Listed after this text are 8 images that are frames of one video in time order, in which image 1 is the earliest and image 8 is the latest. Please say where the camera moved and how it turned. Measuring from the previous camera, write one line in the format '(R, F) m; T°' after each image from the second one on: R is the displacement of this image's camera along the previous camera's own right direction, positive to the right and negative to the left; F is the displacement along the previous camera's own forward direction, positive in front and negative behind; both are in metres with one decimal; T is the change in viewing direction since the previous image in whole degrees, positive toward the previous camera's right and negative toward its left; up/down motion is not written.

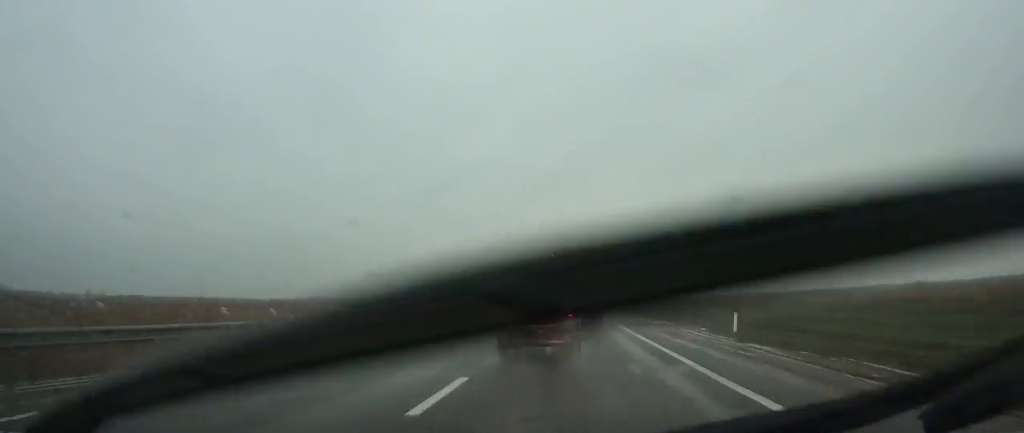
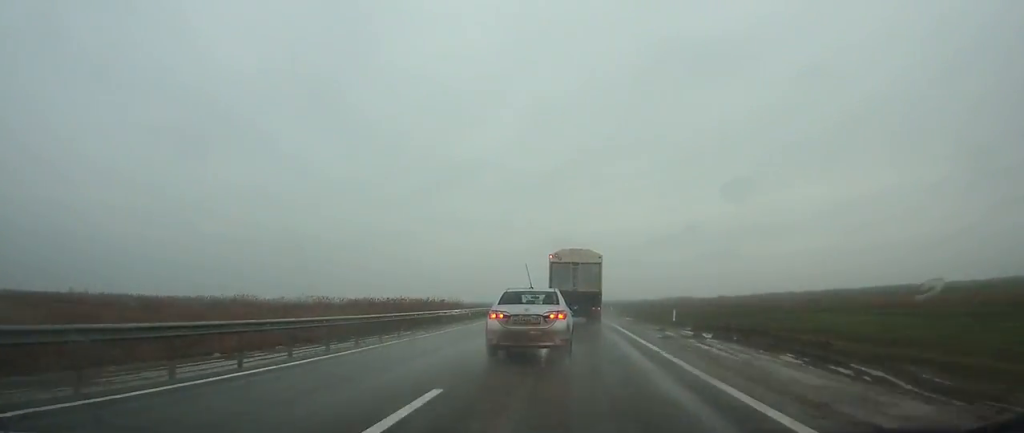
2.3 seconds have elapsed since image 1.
(+0.2, +37.4) m; 0°
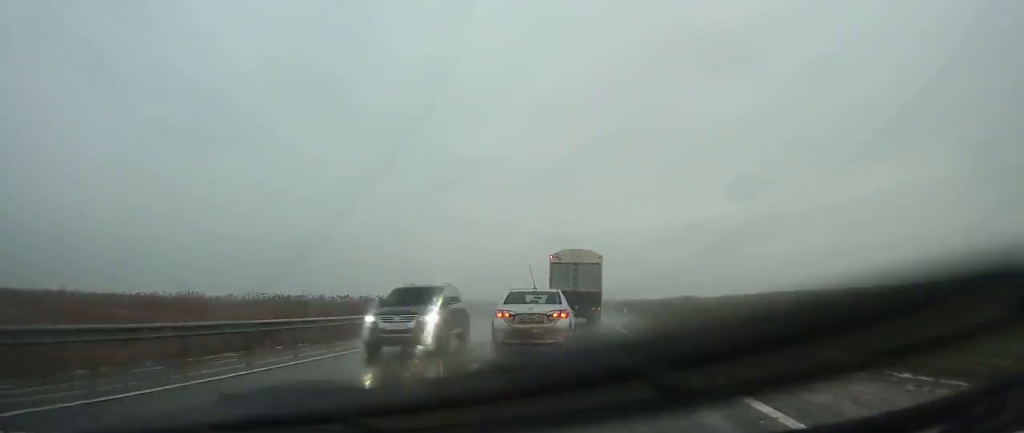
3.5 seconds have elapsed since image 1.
(-0.1, +20.8) m; 0°
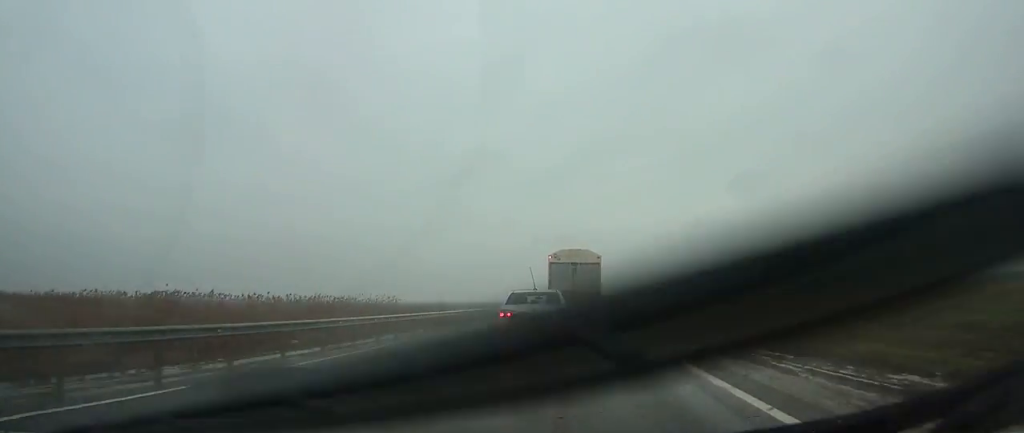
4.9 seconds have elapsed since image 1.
(0.0, +21.8) m; 0°
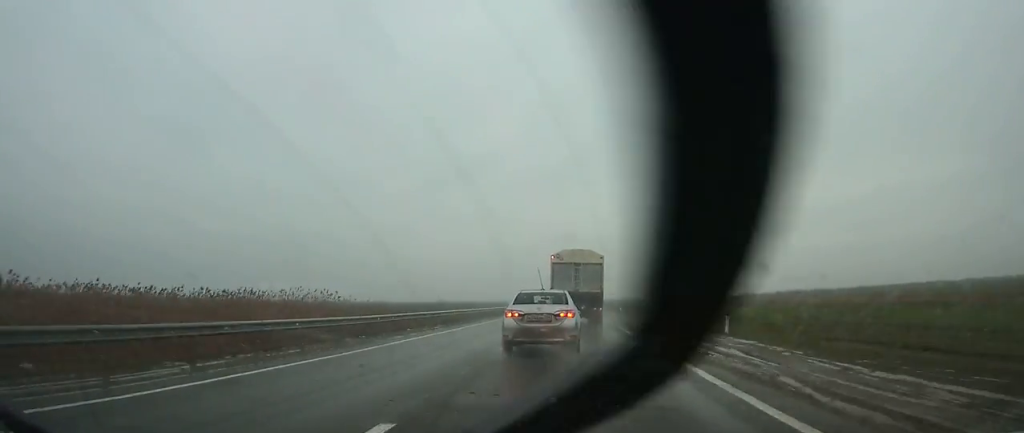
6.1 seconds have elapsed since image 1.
(0.0, +19.7) m; 0°
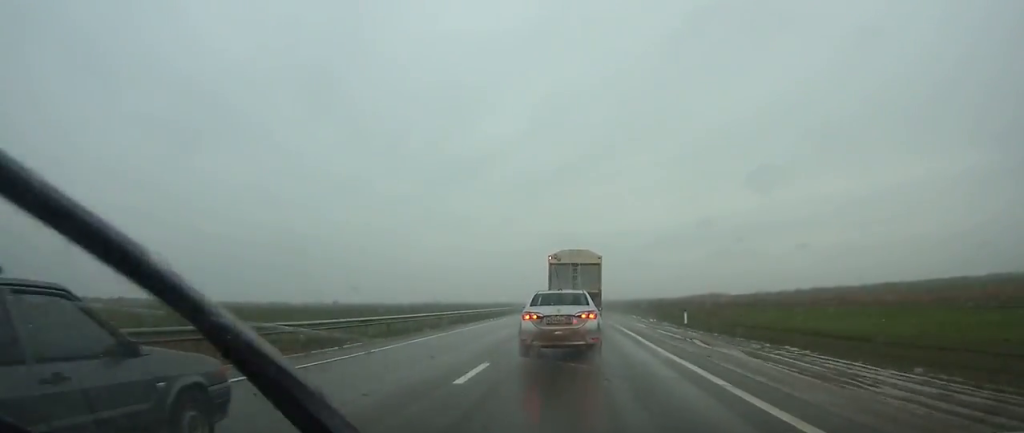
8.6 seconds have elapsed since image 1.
(+0.1, +41.6) m; 0°
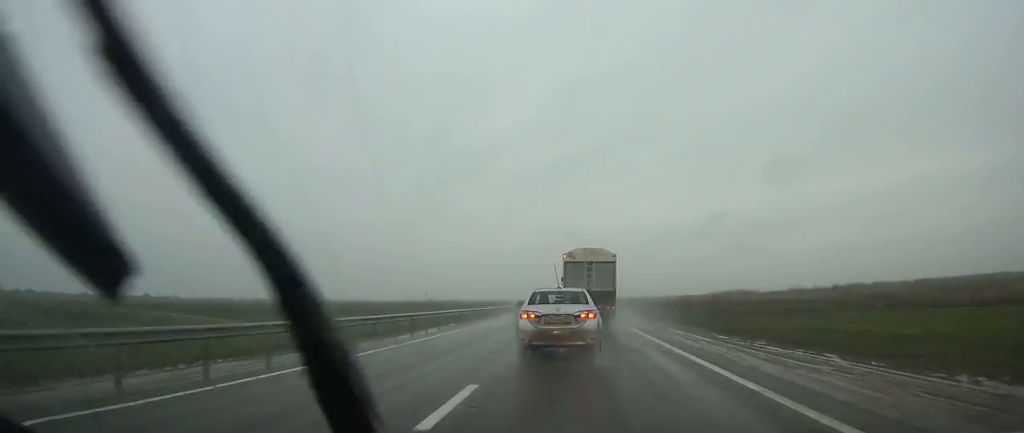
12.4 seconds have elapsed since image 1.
(+0.1, +62.8) m; +1°
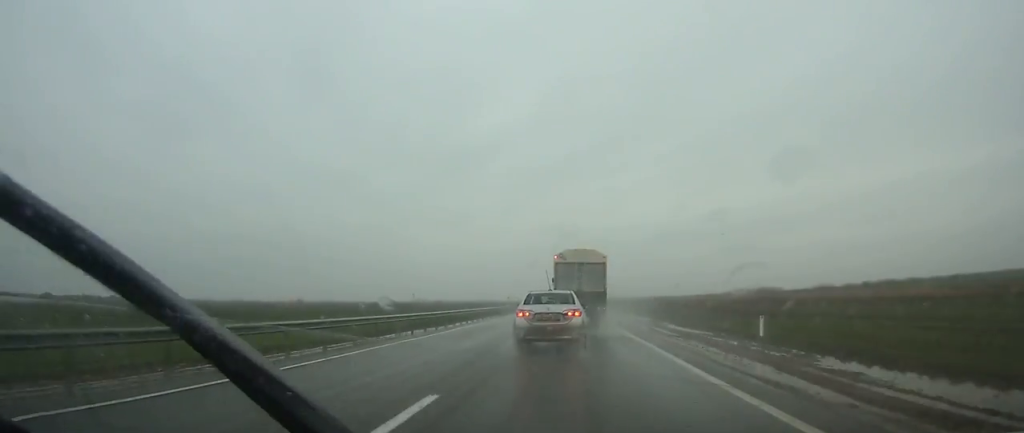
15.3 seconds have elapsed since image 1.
(+0.1, +49.2) m; 0°
